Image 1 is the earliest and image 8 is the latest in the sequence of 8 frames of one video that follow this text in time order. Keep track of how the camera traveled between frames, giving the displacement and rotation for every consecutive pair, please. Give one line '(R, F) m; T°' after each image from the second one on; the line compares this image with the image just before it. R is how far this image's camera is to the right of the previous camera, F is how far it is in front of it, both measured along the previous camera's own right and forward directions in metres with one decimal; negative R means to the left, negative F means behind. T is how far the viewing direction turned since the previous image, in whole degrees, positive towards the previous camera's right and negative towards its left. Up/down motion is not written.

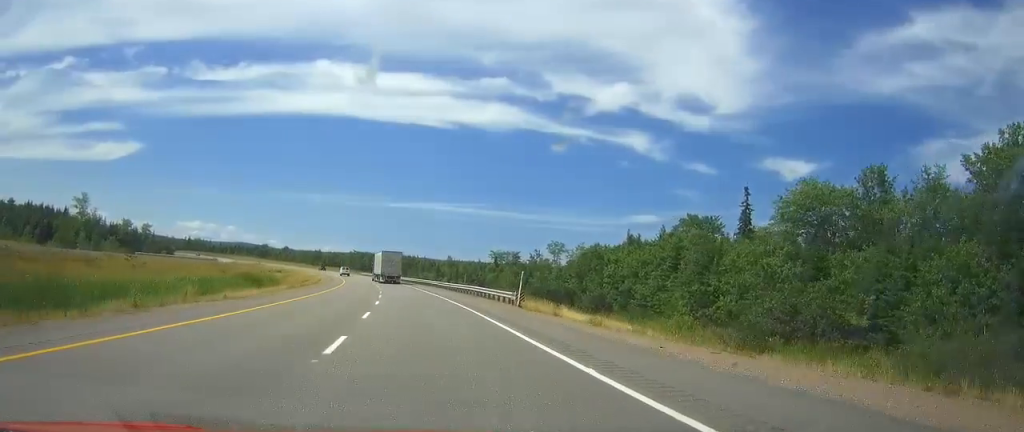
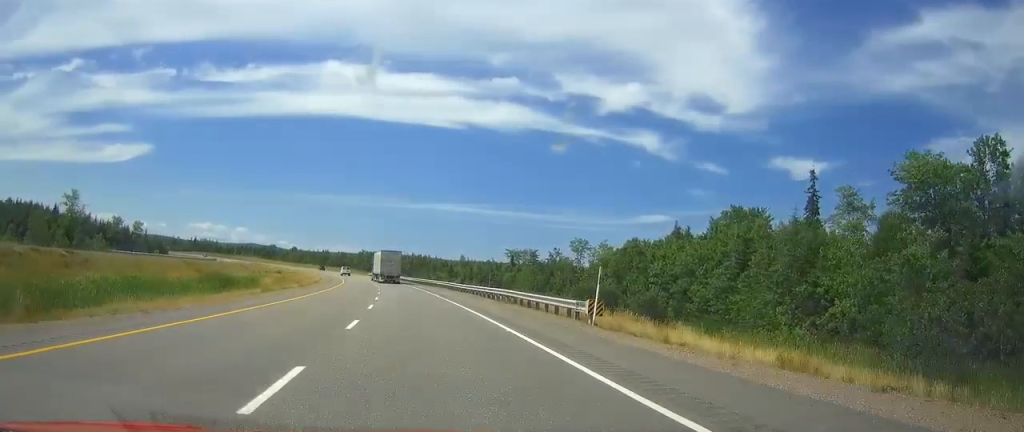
(0.0, +13.3) m; 0°
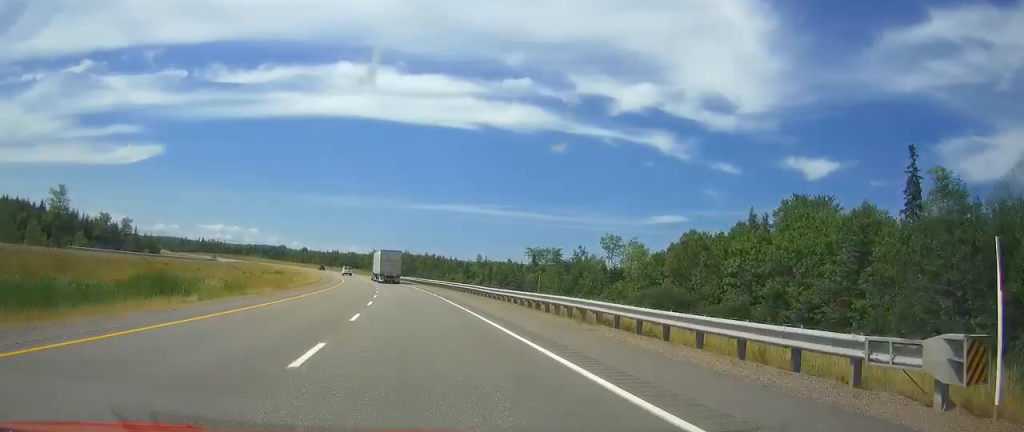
(0.0, +15.3) m; 0°
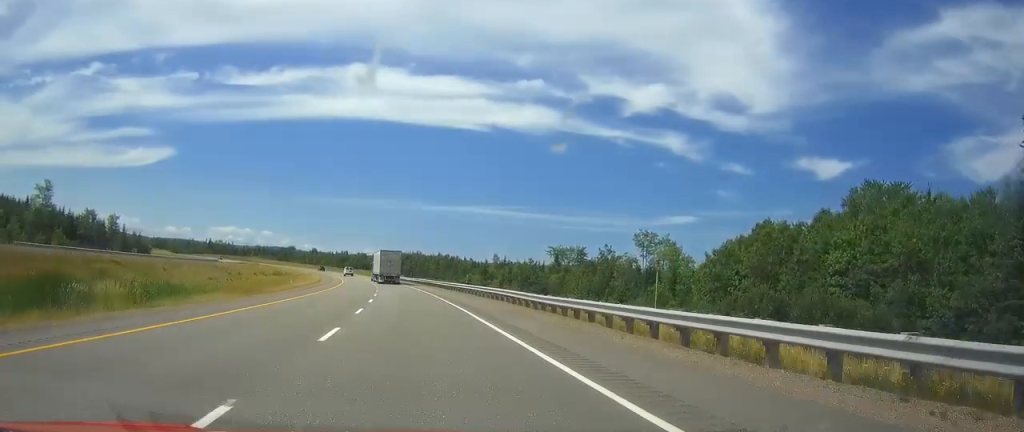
(0.0, +14.3) m; 0°
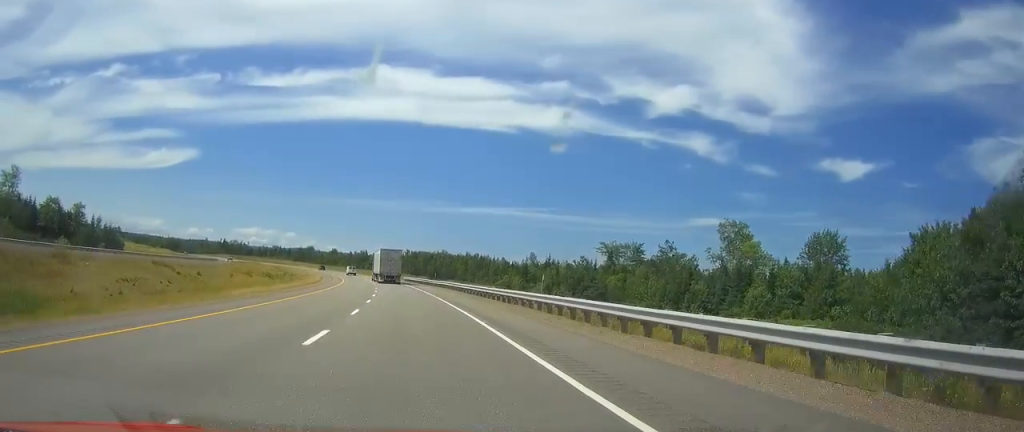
(0.0, +27.5) m; 0°
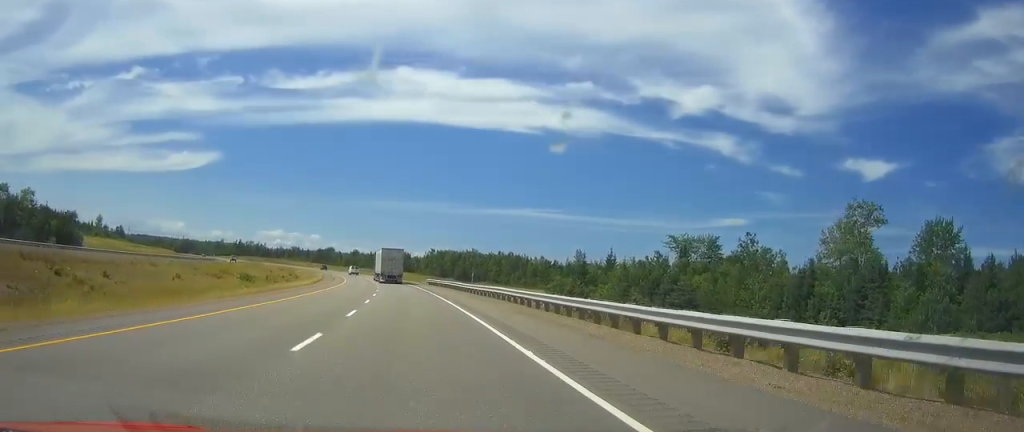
(0.0, +27.5) m; 0°
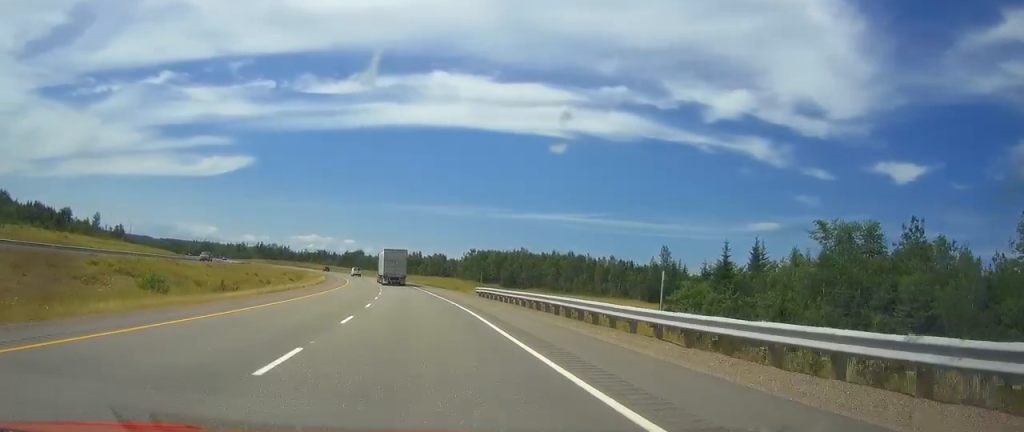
(0.0, +38.7) m; 0°
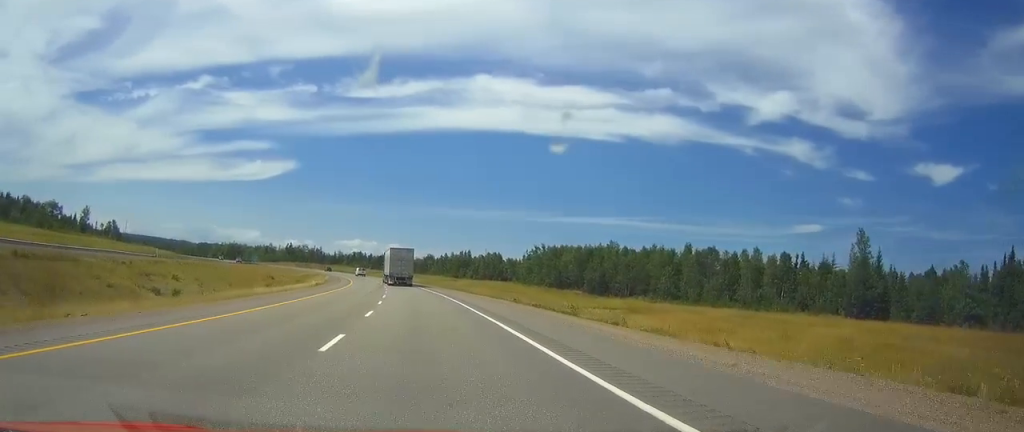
(0.0, +51.1) m; -4°
